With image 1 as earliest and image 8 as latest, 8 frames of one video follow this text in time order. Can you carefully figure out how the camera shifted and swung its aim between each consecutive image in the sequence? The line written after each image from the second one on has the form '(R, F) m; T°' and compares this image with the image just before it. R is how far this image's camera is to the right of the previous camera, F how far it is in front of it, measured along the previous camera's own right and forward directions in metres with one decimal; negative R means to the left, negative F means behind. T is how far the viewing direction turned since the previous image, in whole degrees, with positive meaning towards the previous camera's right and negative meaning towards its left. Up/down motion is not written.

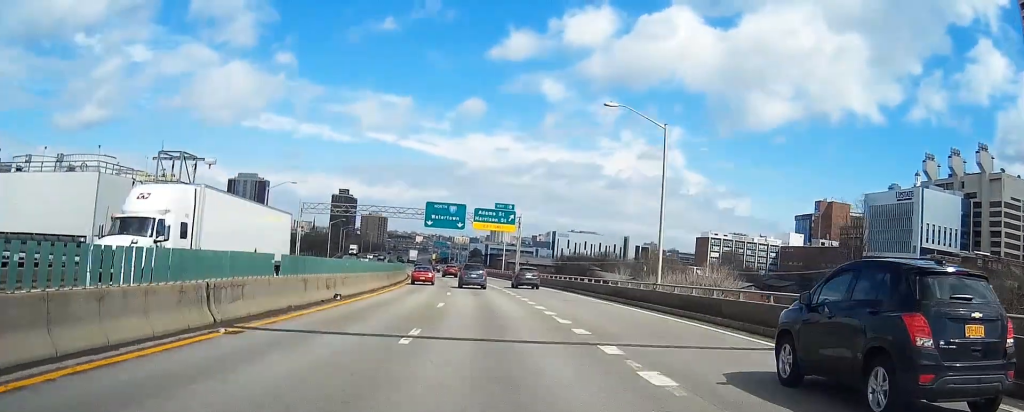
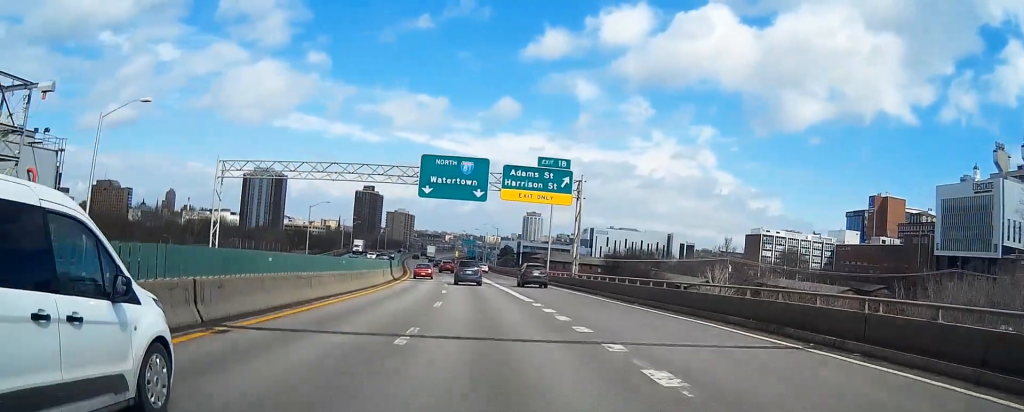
(-0.5, +36.8) m; -2°
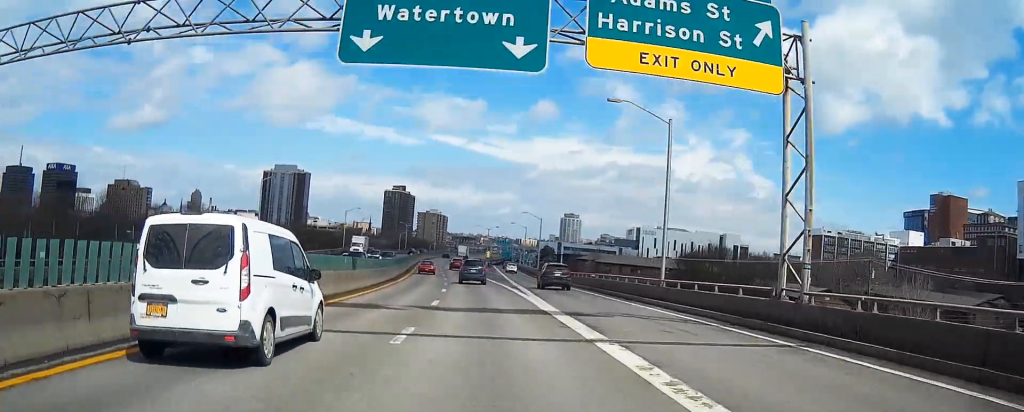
(-1.1, +36.1) m; -3°
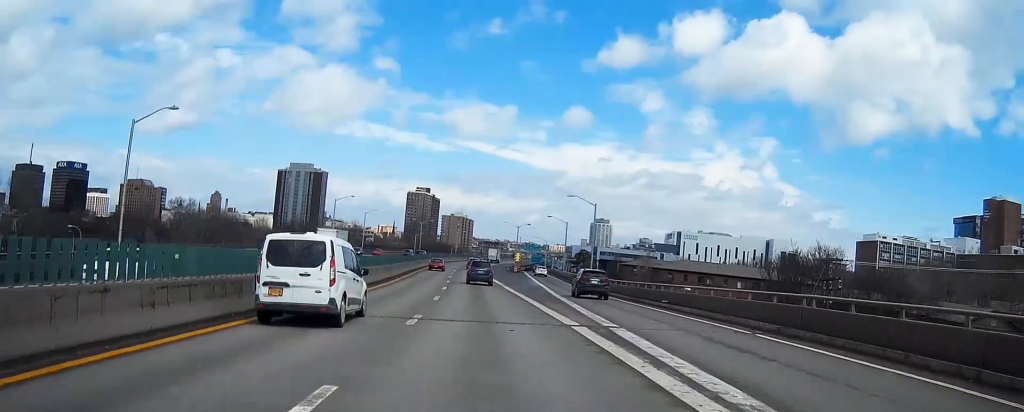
(-0.3, +31.8) m; -2°
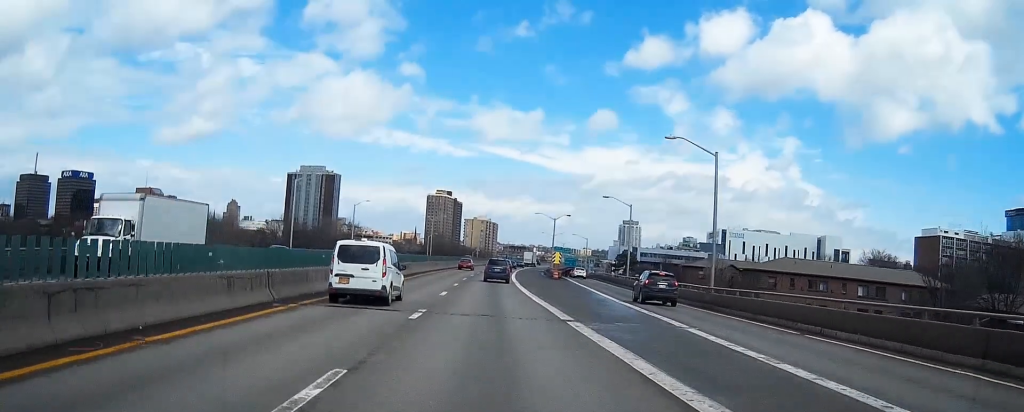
(-0.8, +34.4) m; -2°
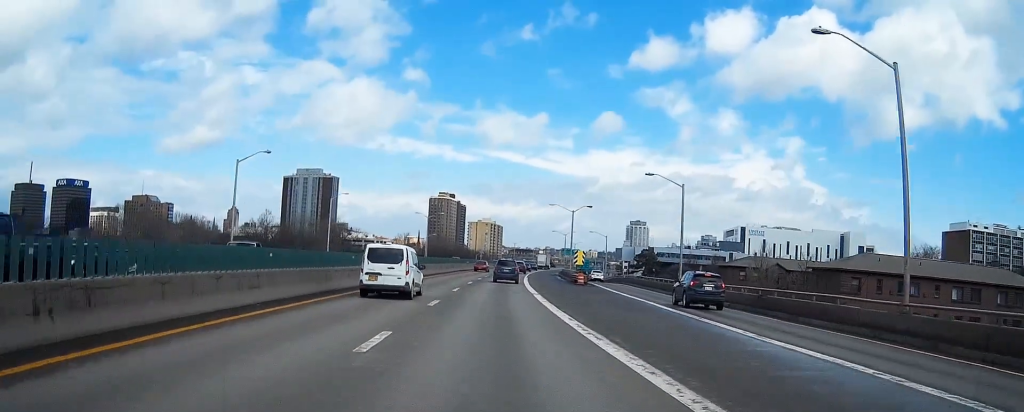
(-0.1, +19.4) m; 0°
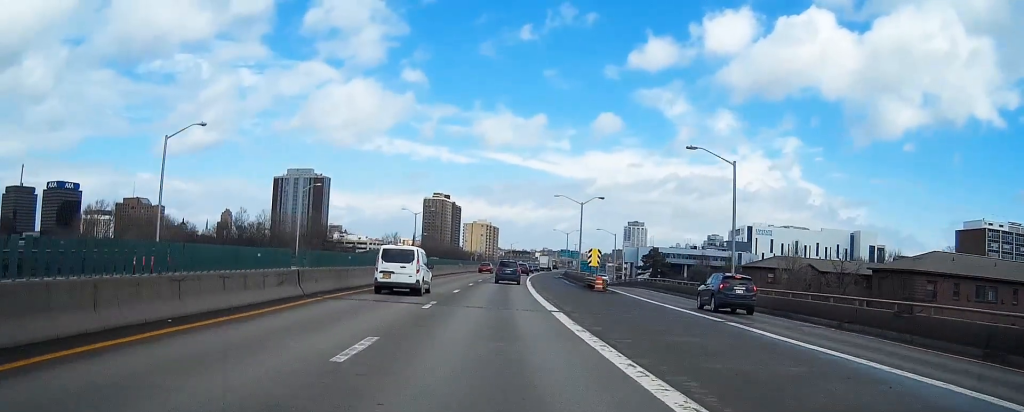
(0.0, +13.2) m; 0°
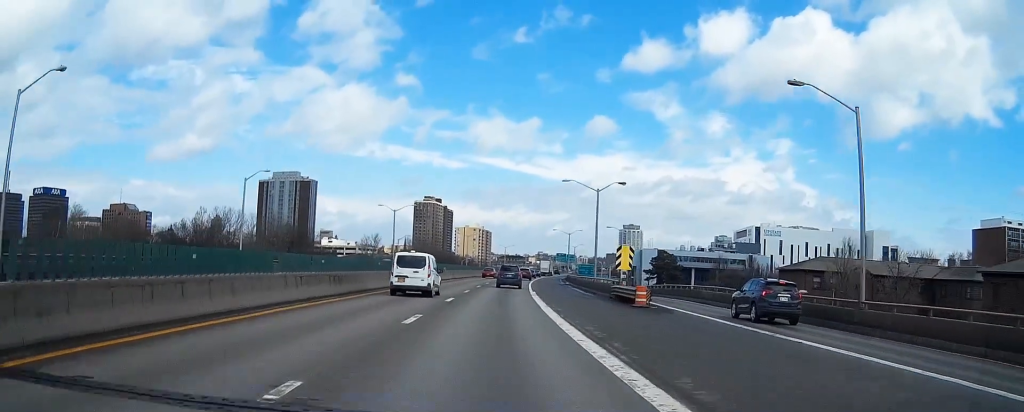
(0.0, +16.7) m; 0°
